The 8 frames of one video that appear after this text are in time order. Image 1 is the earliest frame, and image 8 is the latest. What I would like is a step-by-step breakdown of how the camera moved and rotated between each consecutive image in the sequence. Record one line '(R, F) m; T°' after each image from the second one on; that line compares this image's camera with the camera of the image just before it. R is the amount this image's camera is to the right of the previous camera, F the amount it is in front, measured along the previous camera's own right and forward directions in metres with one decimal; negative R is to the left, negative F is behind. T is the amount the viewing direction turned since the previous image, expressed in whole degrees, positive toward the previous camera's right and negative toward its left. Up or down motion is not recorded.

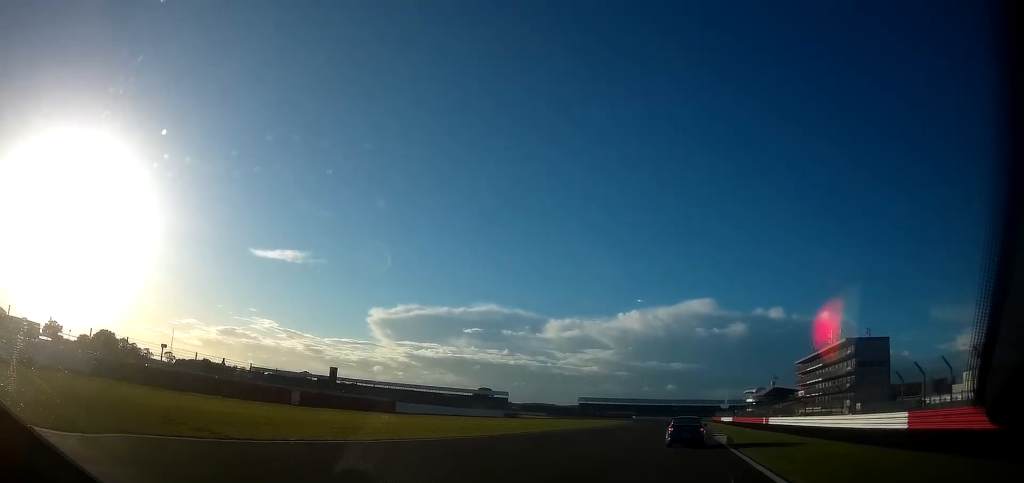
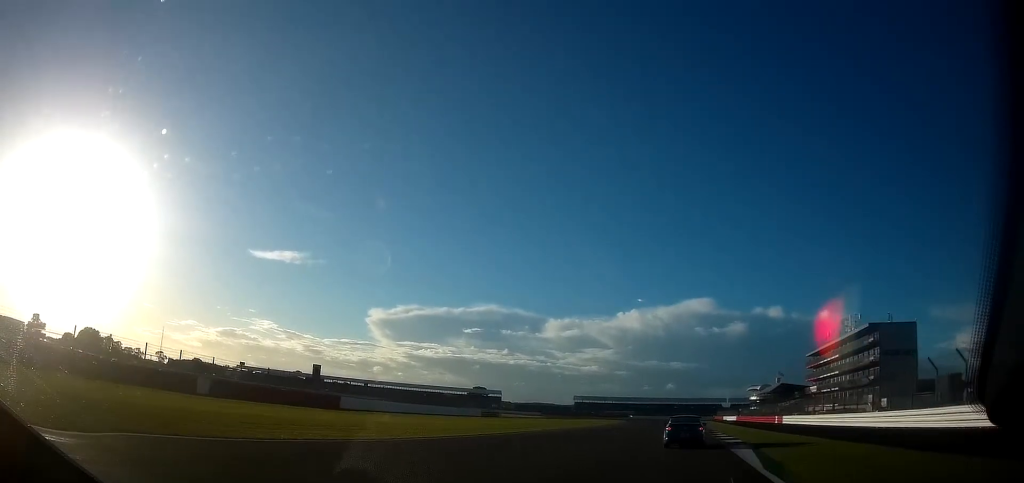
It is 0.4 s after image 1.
(0.0, +13.7) m; 0°
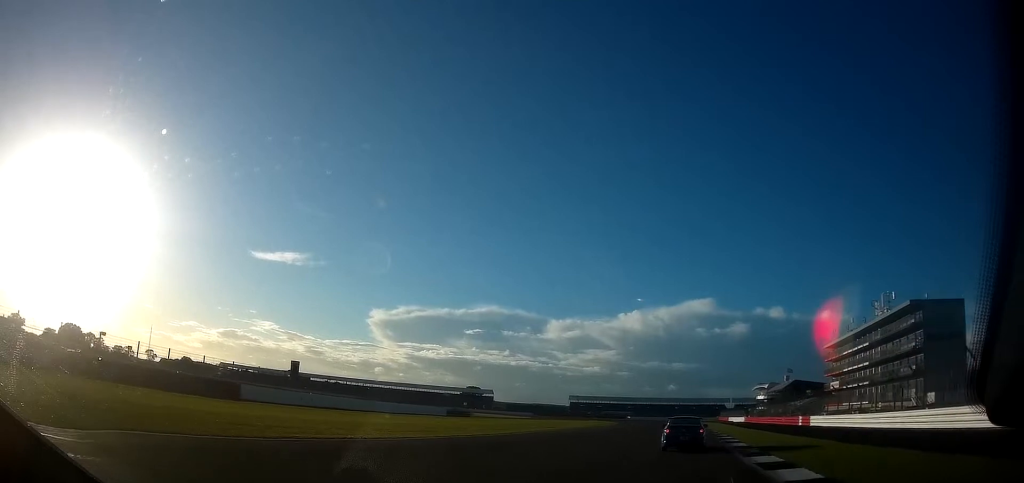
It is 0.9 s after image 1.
(0.0, +16.9) m; 0°
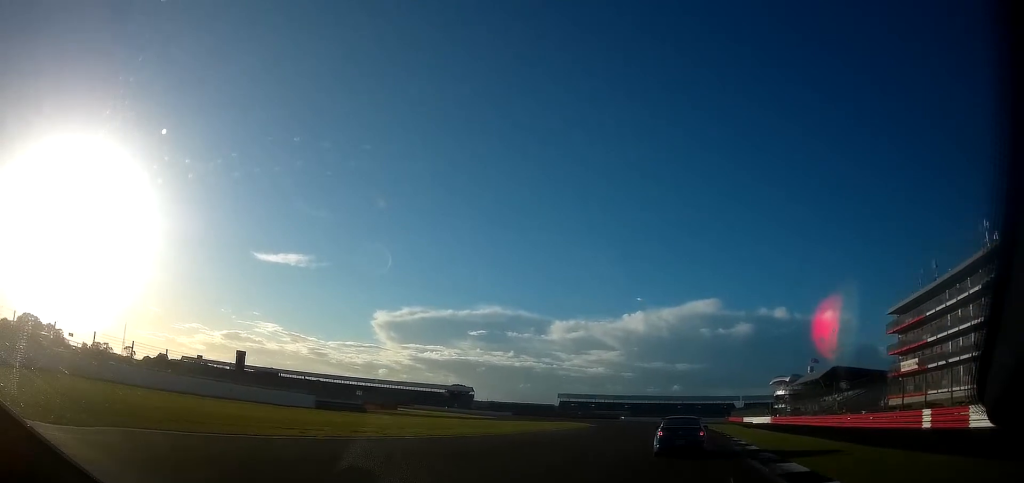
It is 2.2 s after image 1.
(-0.2, +36.8) m; -2°
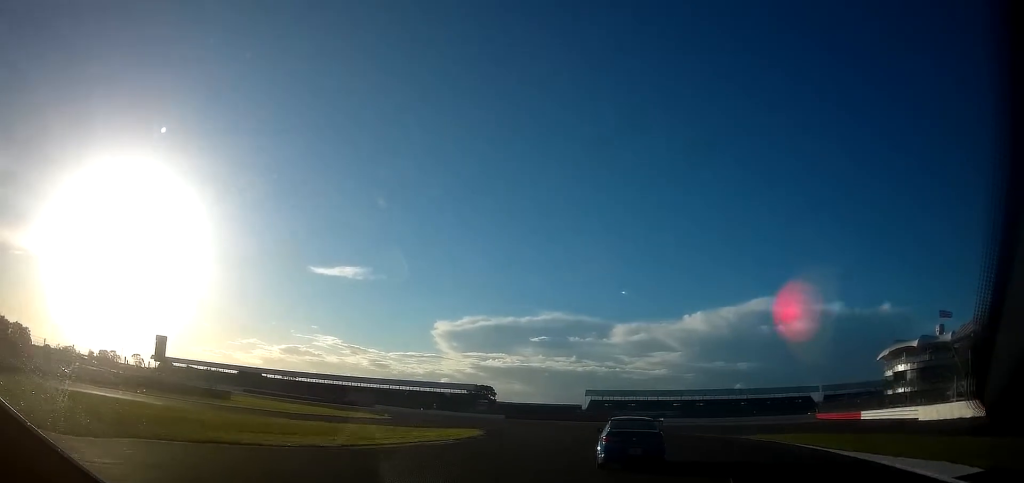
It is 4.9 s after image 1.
(-3.4, +64.5) m; -10°
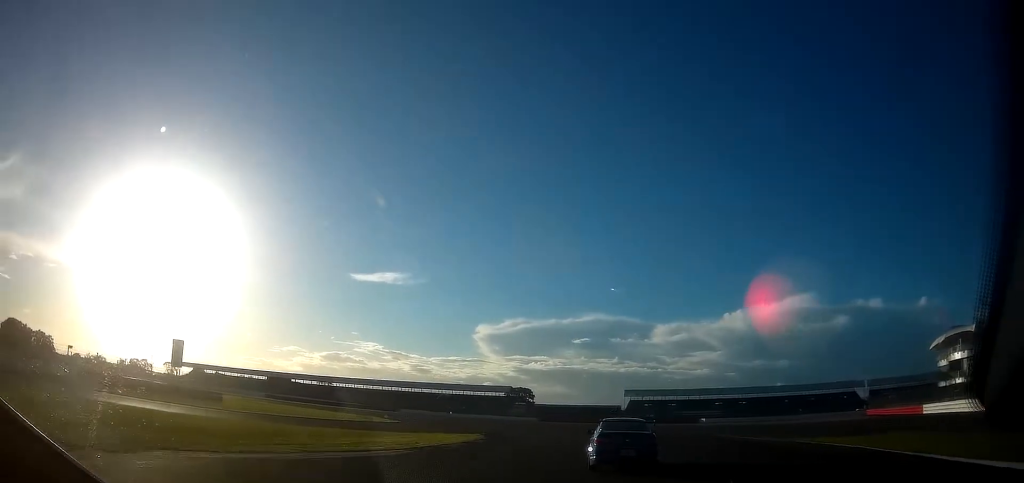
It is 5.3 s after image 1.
(-0.3, +9.2) m; -4°
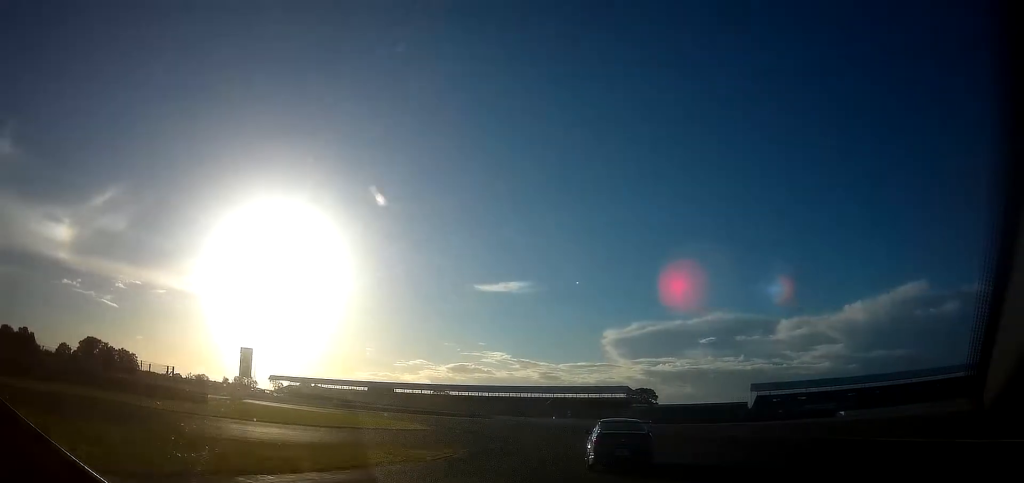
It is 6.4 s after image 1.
(-1.7, +22.1) m; -10°
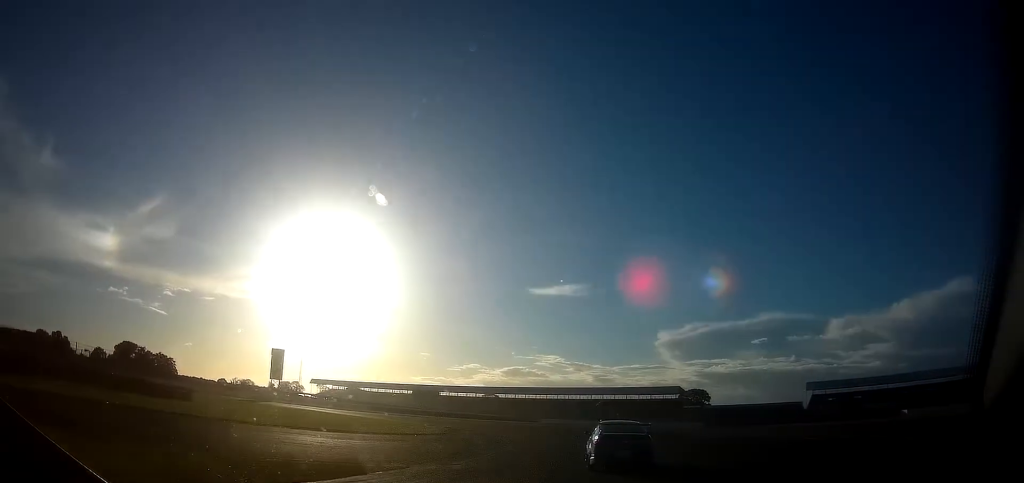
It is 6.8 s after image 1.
(-0.3, +8.9) m; -5°
